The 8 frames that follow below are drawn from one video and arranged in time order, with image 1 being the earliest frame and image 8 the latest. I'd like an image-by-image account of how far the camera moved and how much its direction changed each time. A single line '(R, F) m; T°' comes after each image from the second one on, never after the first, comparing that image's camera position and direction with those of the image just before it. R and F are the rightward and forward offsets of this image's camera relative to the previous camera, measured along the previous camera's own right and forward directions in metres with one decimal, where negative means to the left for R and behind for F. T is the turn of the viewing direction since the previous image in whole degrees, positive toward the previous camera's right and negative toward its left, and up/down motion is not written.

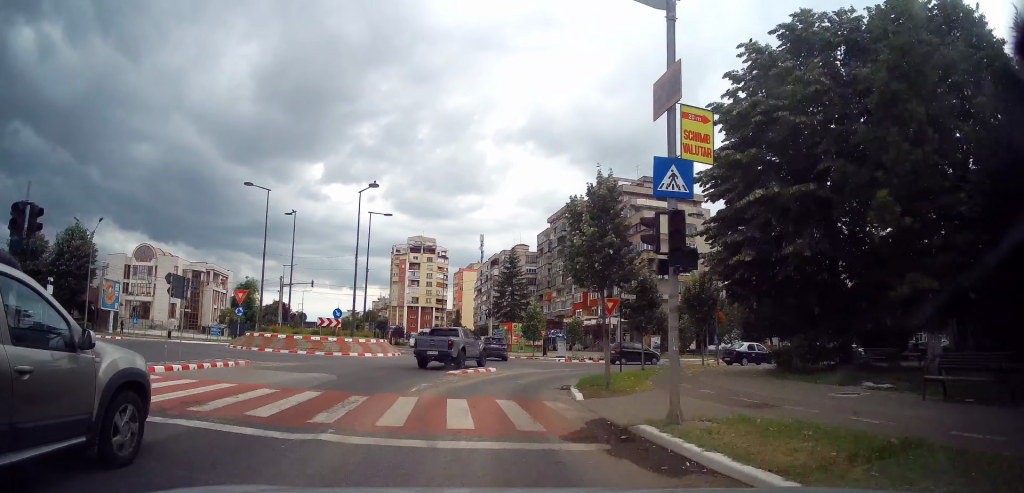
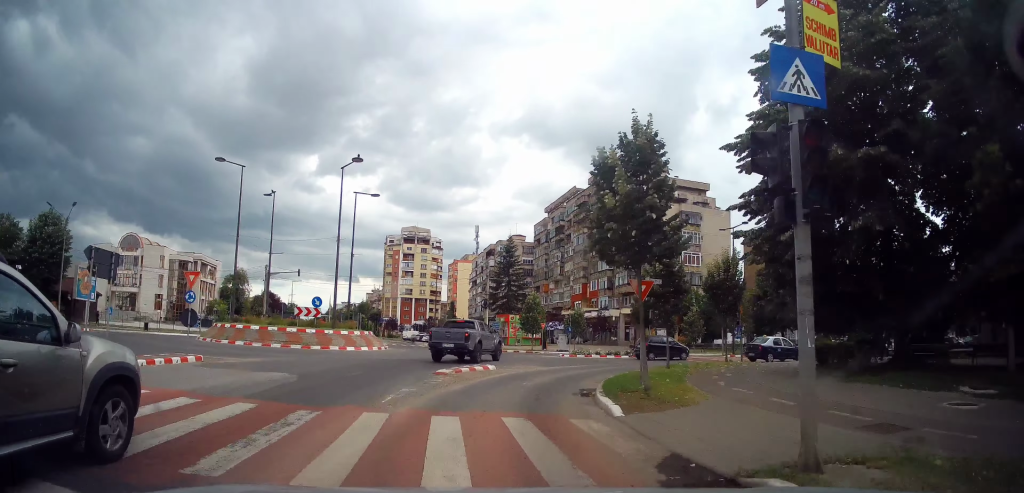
(+0.2, +3.8) m; +2°
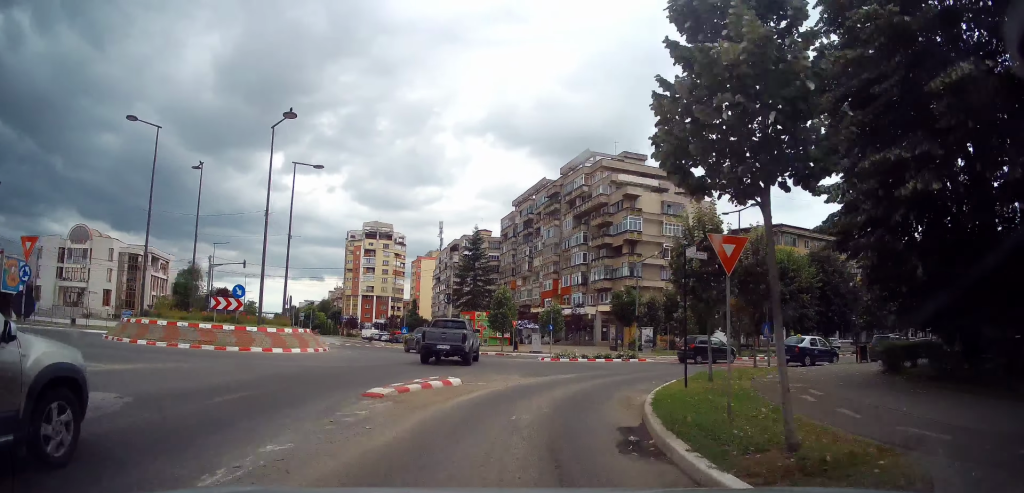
(+0.3, +6.4) m; +4°
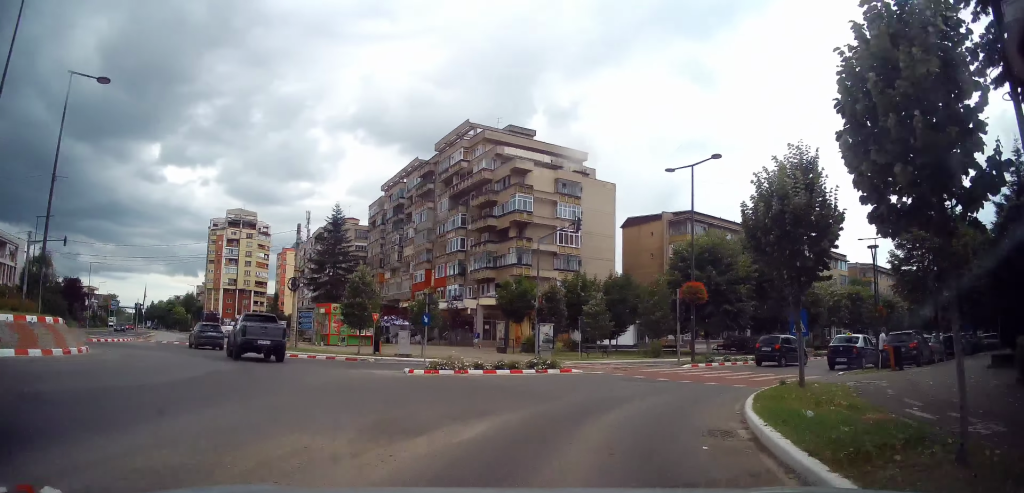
(+0.6, +10.6) m; +9°
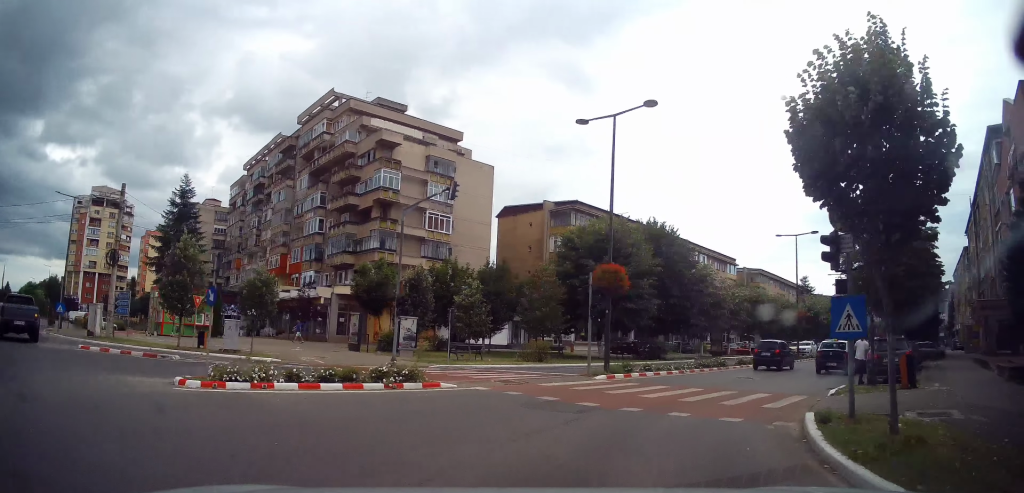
(+0.8, +7.1) m; +16°
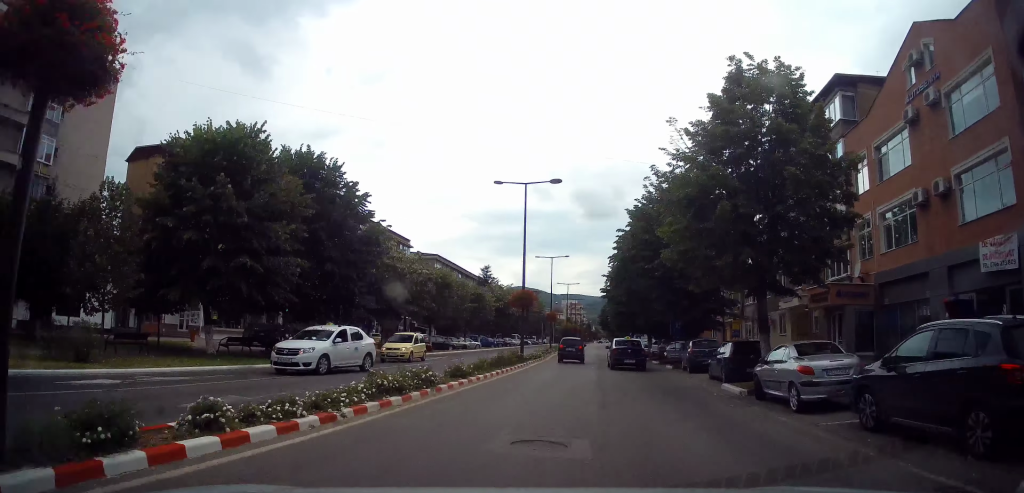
(+4.6, +12.7) m; +34°
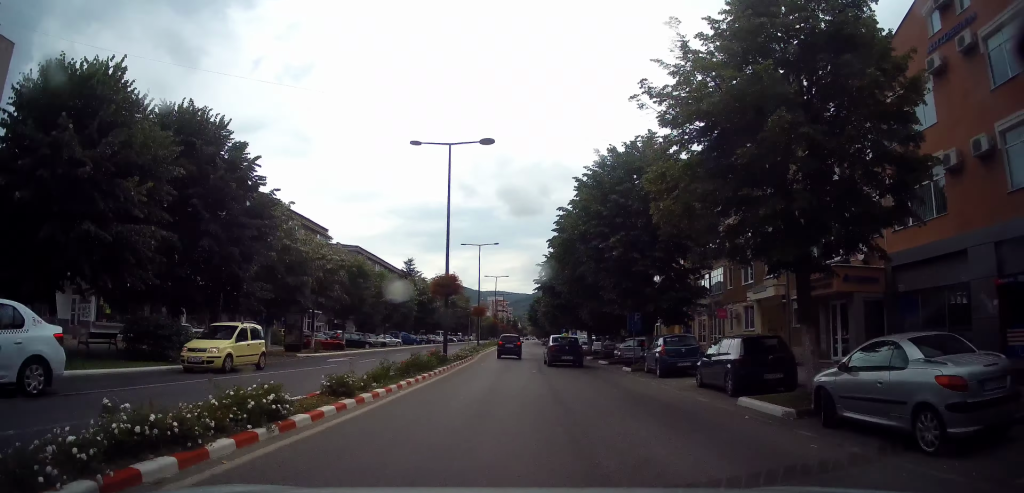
(+0.1, +4.9) m; +7°
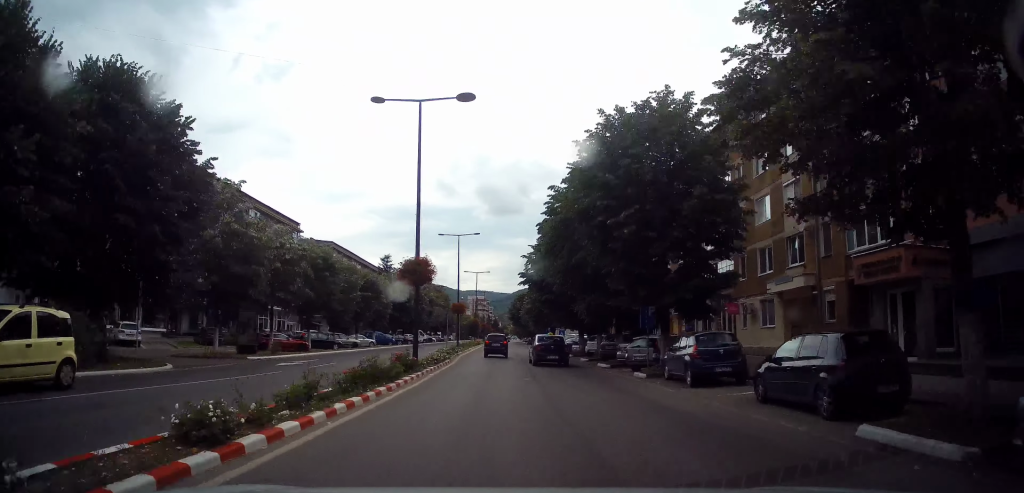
(+0.4, +4.2) m; +4°
